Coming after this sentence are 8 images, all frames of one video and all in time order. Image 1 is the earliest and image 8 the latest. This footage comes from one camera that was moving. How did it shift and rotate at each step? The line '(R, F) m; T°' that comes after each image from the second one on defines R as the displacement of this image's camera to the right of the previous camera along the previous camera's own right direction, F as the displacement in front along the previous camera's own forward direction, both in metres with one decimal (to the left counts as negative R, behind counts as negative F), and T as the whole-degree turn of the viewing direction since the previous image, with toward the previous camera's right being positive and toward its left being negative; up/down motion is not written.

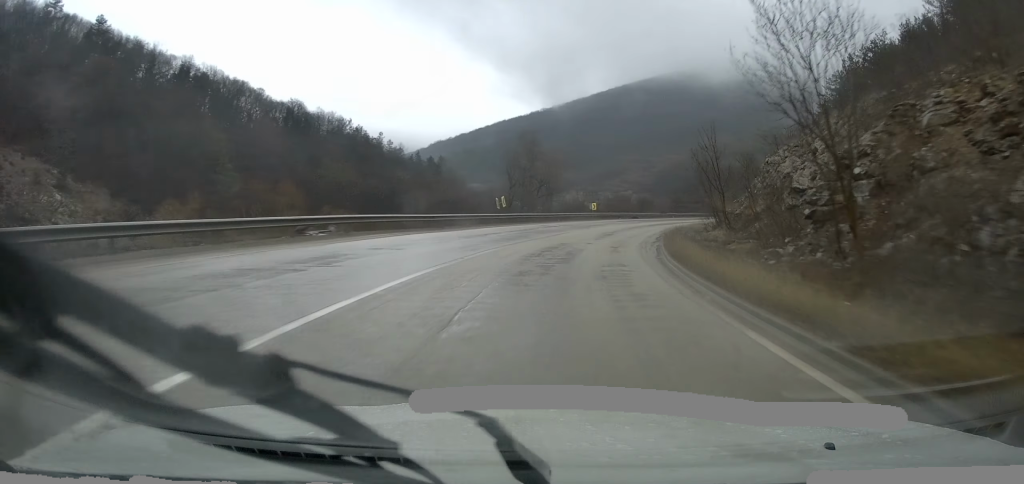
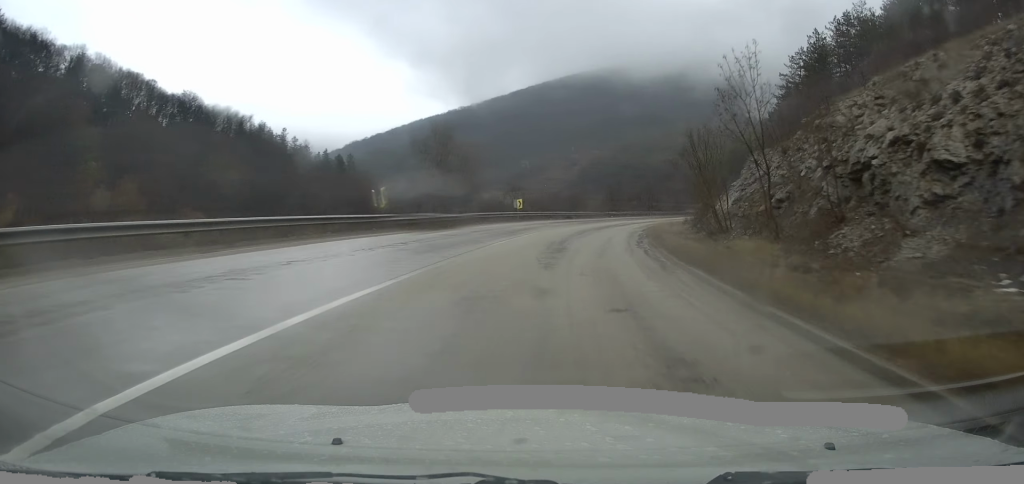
(+0.7, +16.5) m; +6°
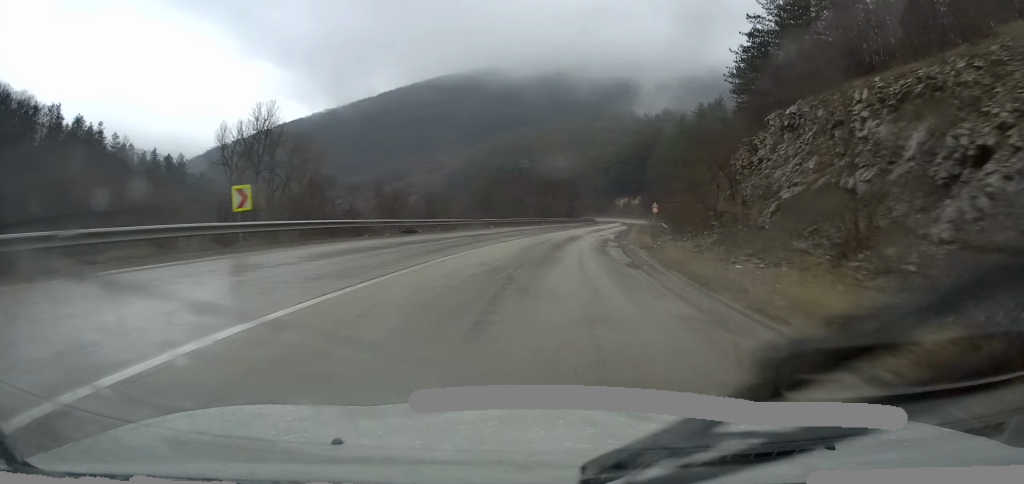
(+4.2, +34.2) m; +14°
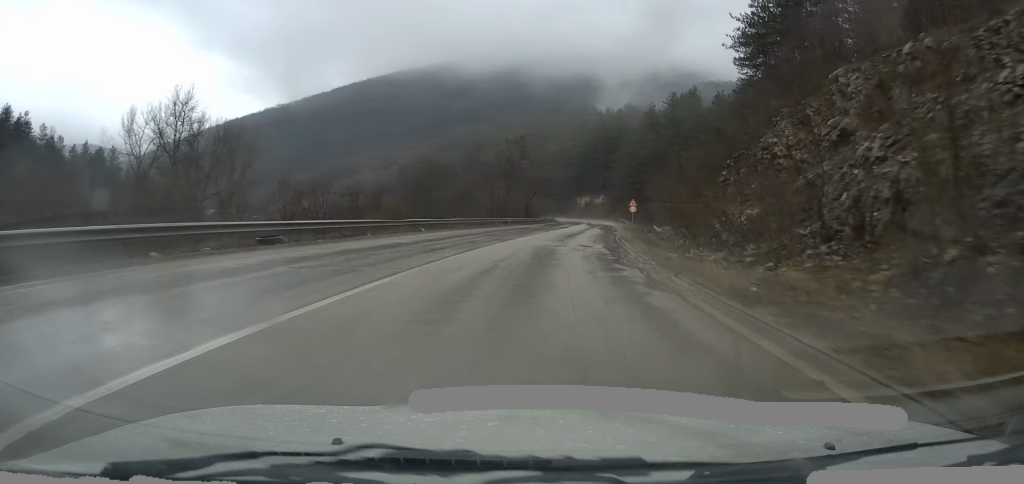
(+0.6, +14.2) m; +4°
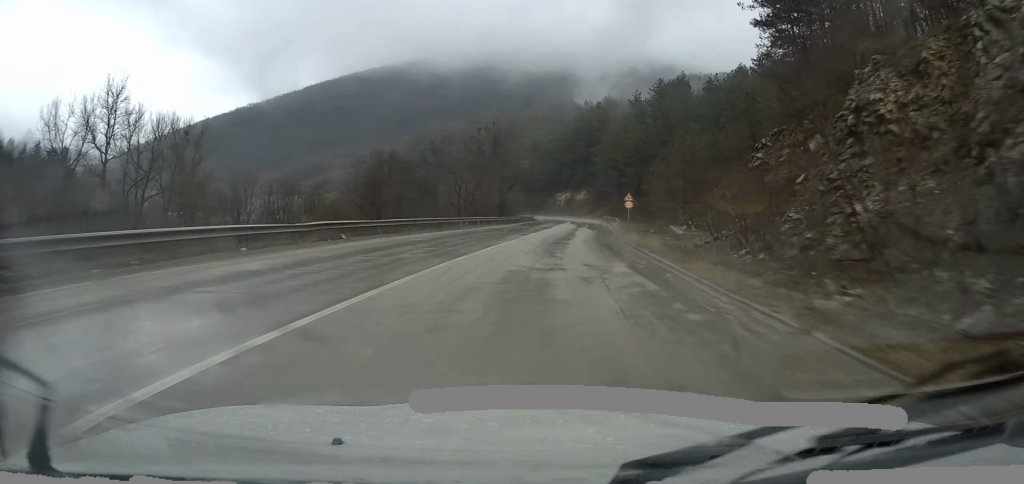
(+0.4, +11.7) m; +3°
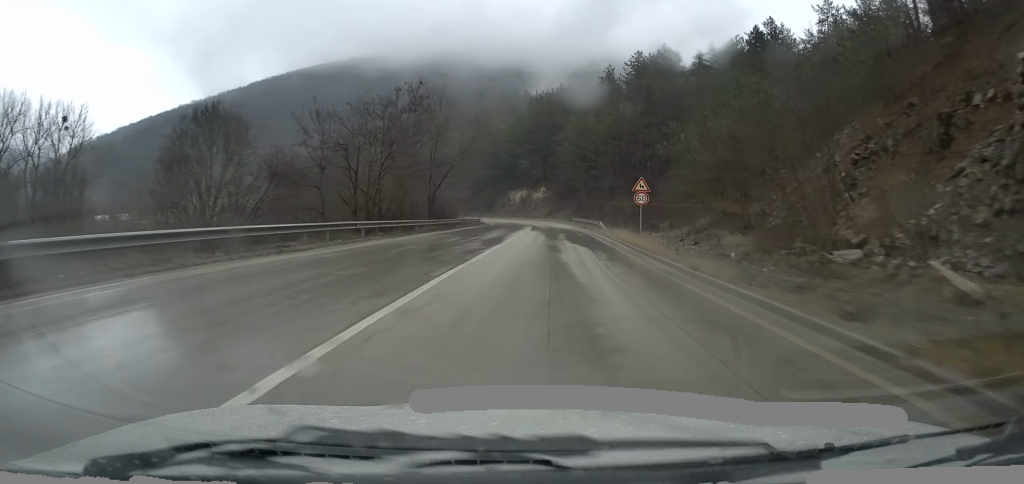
(+1.2, +24.4) m; +5°
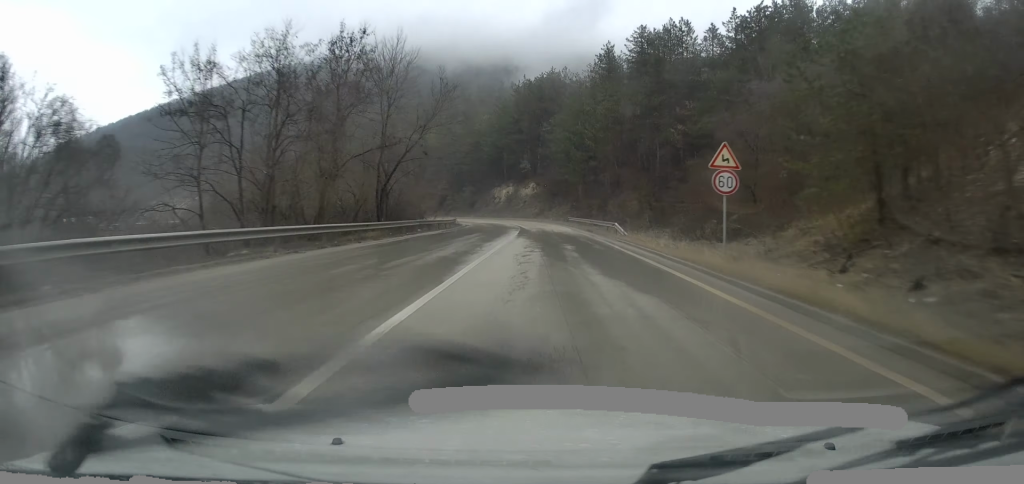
(+0.5, +15.0) m; +2°
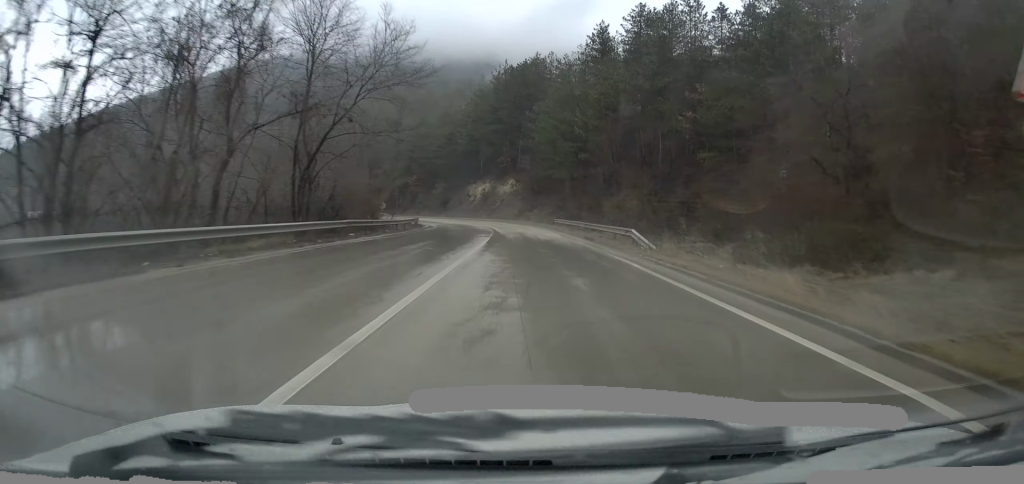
(+0.2, +11.6) m; +1°
